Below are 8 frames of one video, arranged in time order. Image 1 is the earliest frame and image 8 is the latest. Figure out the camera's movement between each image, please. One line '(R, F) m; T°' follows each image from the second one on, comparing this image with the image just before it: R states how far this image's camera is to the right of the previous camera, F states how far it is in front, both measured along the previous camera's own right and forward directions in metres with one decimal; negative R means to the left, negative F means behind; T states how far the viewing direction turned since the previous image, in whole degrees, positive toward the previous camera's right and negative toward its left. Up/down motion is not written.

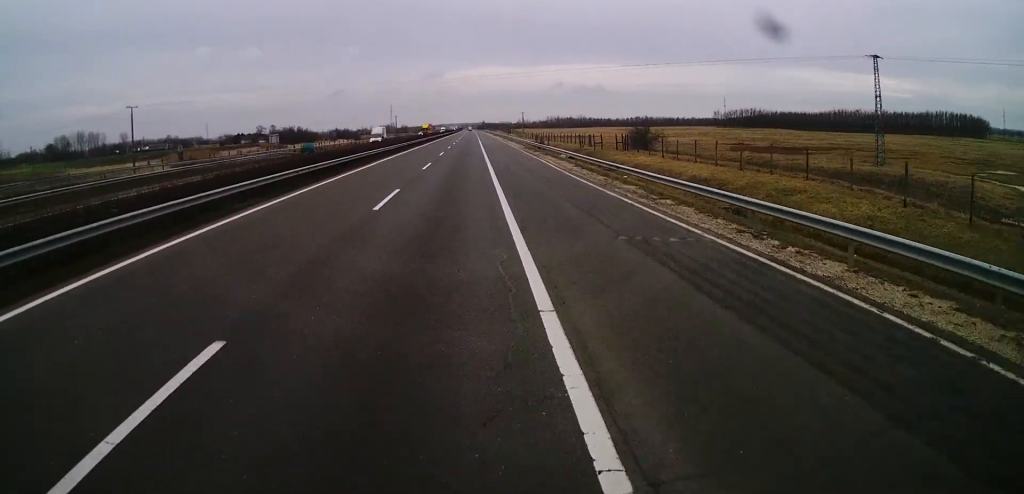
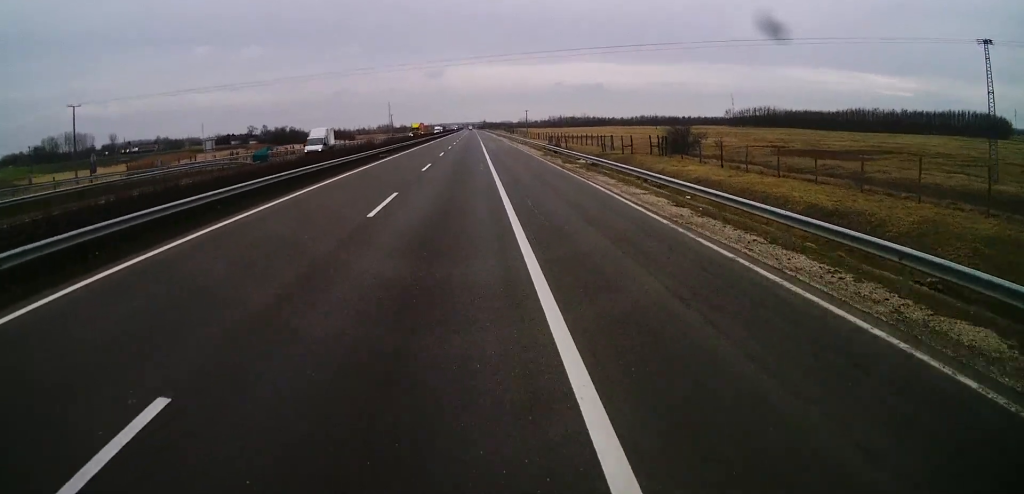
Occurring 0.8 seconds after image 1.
(0.0, +19.3) m; 0°
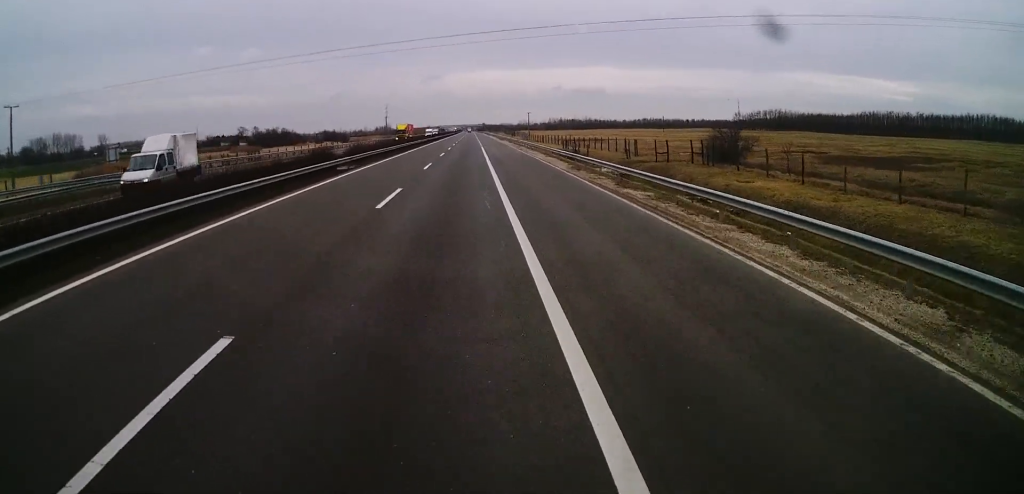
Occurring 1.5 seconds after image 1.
(+0.1, +16.3) m; 0°
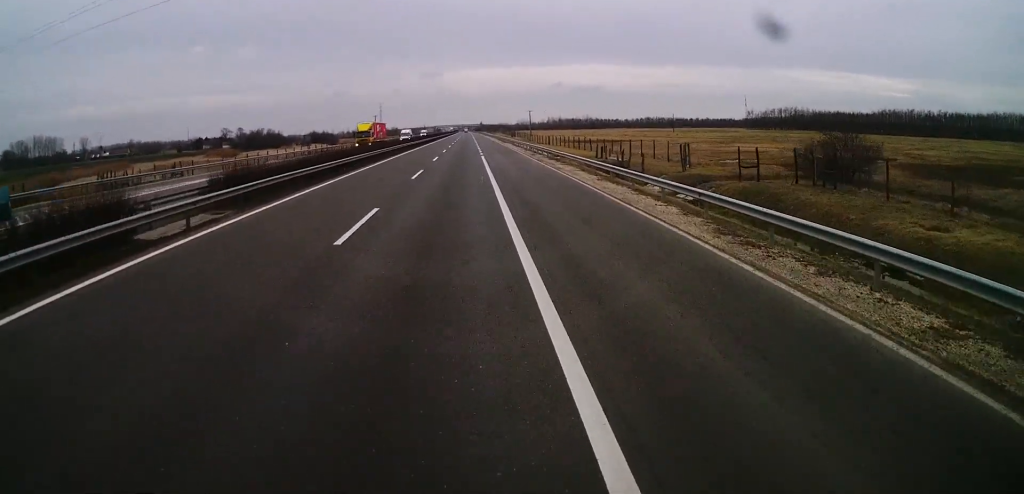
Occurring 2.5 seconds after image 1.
(-0.3, +23.2) m; -1°
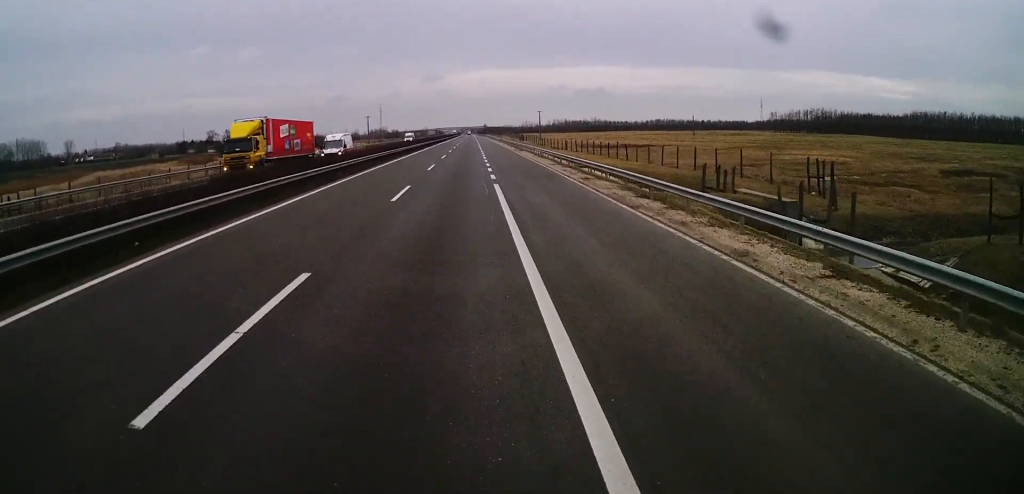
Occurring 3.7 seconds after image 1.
(+0.1, +26.2) m; +1°
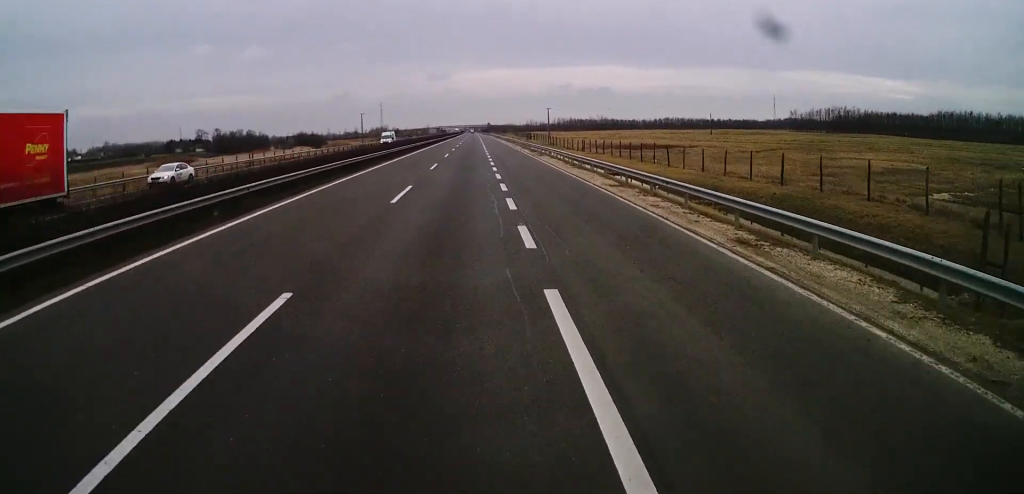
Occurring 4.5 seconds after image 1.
(+0.2, +19.2) m; 0°
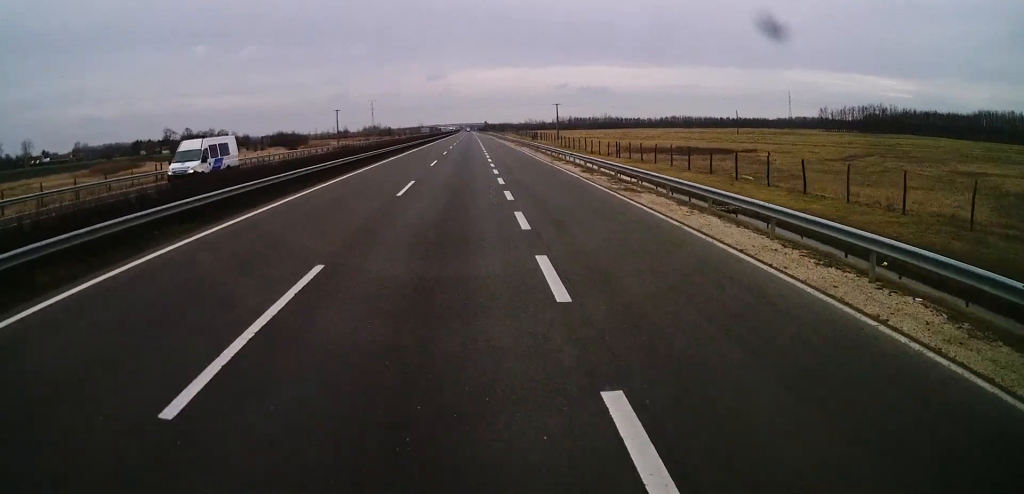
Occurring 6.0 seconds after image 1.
(-0.5, +33.8) m; -1°
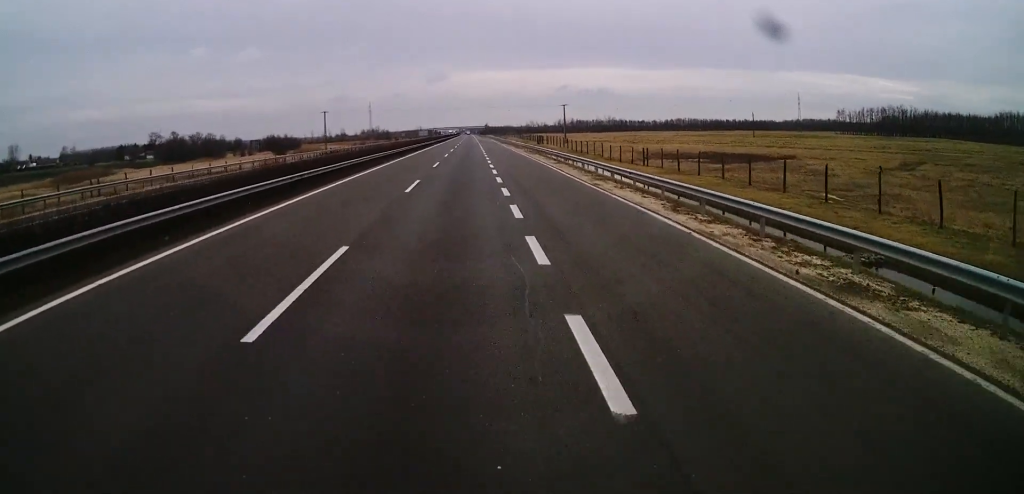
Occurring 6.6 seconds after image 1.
(0.0, +15.4) m; 0°
